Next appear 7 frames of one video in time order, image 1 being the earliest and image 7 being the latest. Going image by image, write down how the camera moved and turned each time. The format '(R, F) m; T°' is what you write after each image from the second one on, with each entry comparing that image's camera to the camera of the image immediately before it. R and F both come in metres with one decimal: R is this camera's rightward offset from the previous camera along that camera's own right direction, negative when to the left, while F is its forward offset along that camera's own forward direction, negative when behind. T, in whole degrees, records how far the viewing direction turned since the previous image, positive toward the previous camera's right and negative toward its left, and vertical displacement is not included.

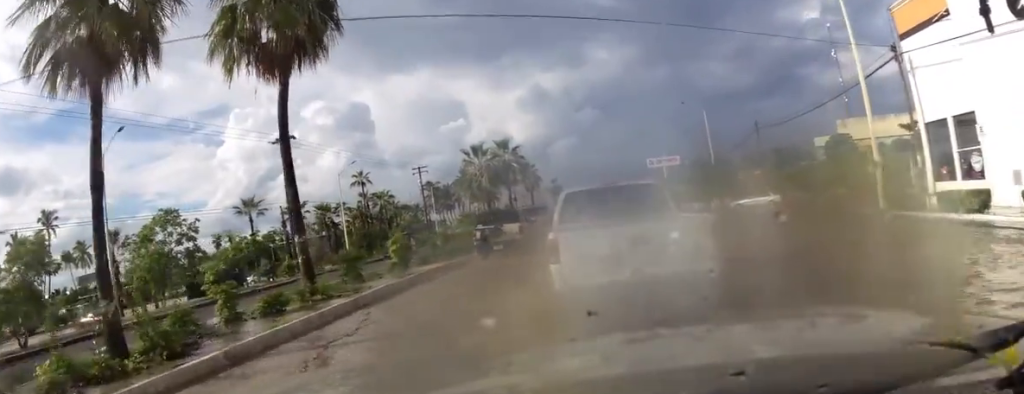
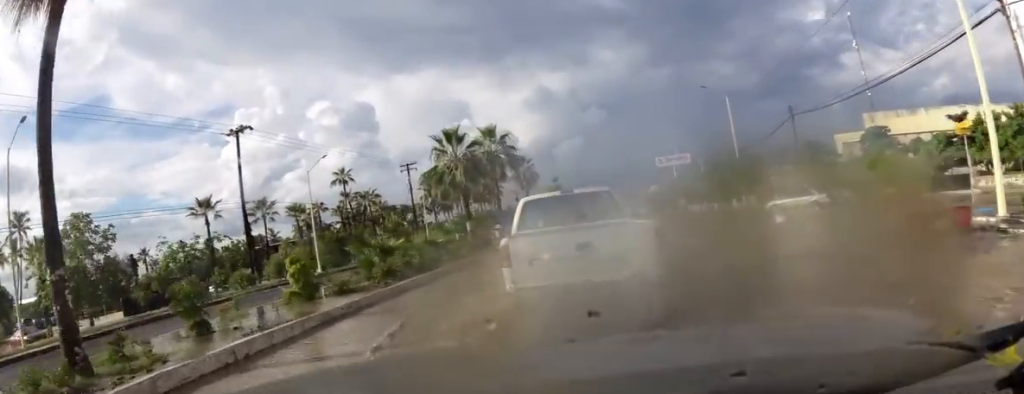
(0.0, +8.1) m; 0°
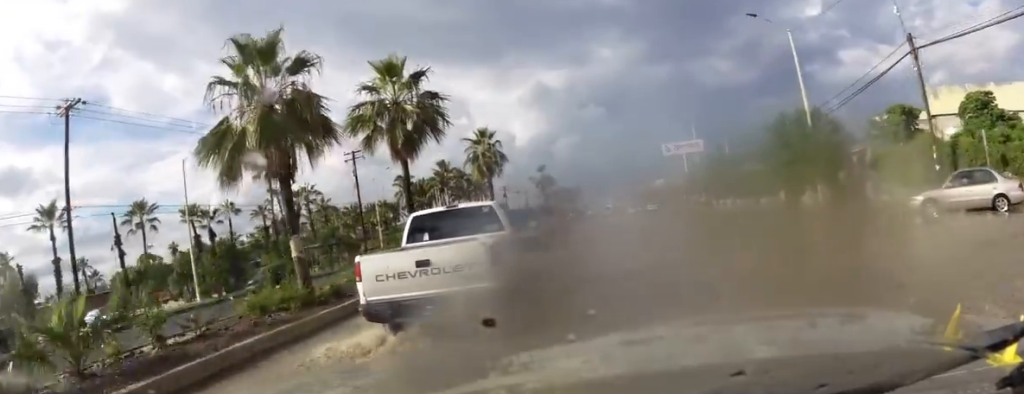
(0.0, +18.7) m; 0°
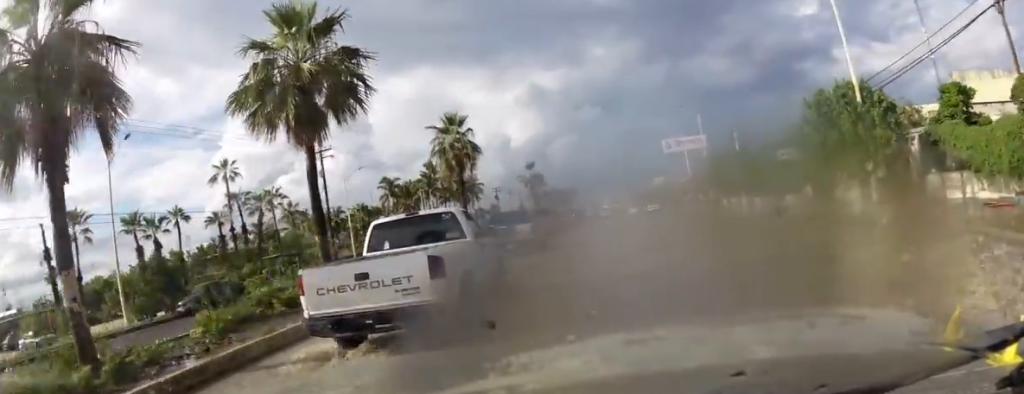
(0.0, +7.2) m; 0°
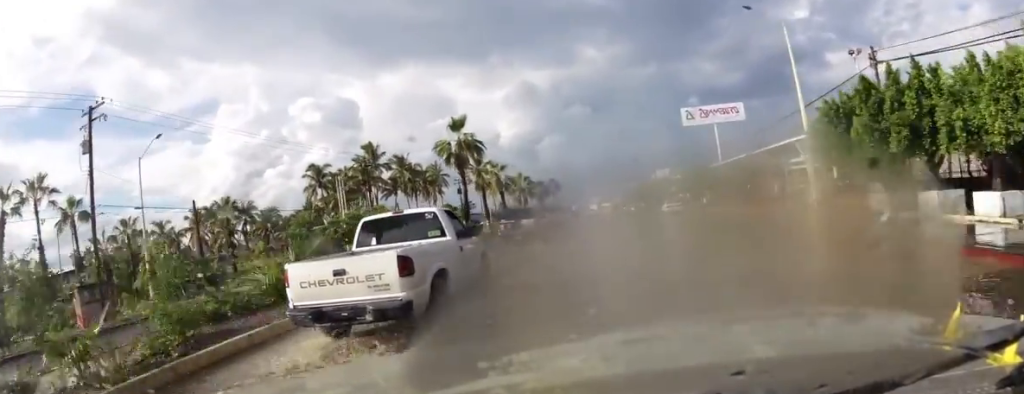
(-0.5, +35.8) m; -1°
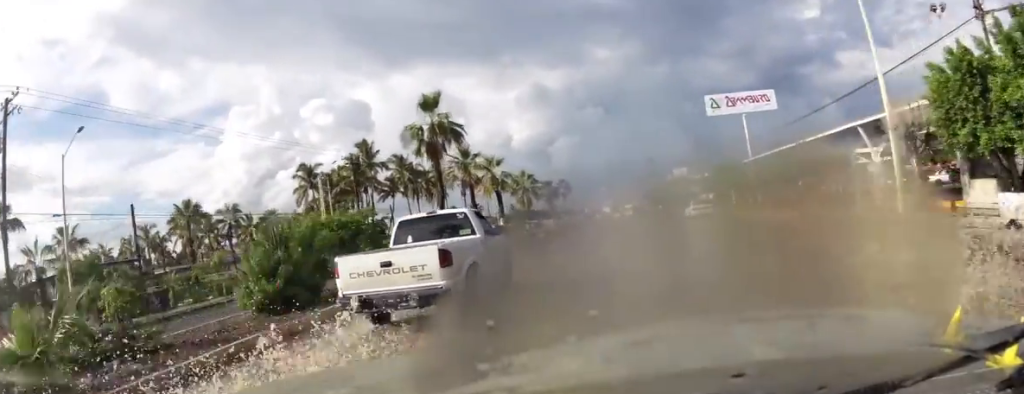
(0.0, +9.0) m; 0°
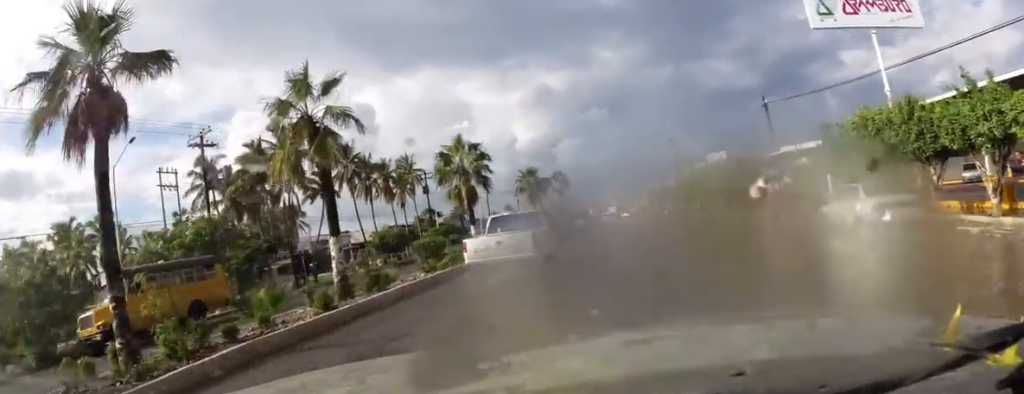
(0.0, +31.6) m; 0°
